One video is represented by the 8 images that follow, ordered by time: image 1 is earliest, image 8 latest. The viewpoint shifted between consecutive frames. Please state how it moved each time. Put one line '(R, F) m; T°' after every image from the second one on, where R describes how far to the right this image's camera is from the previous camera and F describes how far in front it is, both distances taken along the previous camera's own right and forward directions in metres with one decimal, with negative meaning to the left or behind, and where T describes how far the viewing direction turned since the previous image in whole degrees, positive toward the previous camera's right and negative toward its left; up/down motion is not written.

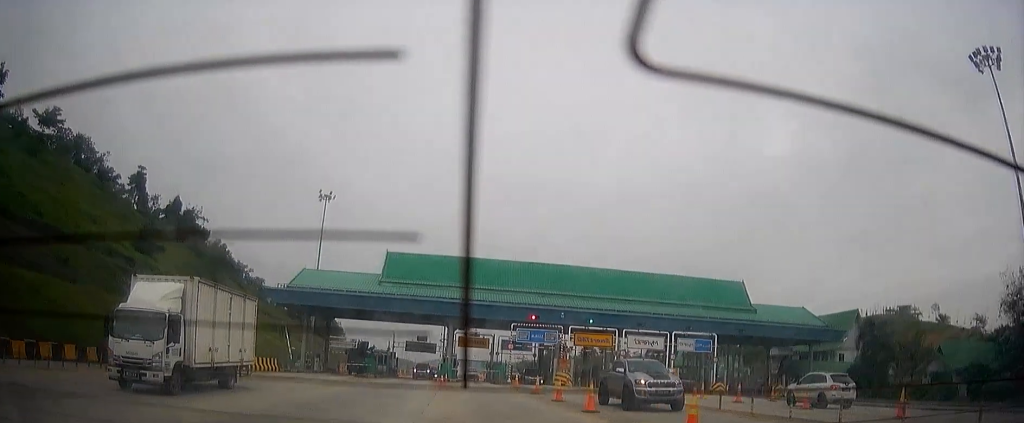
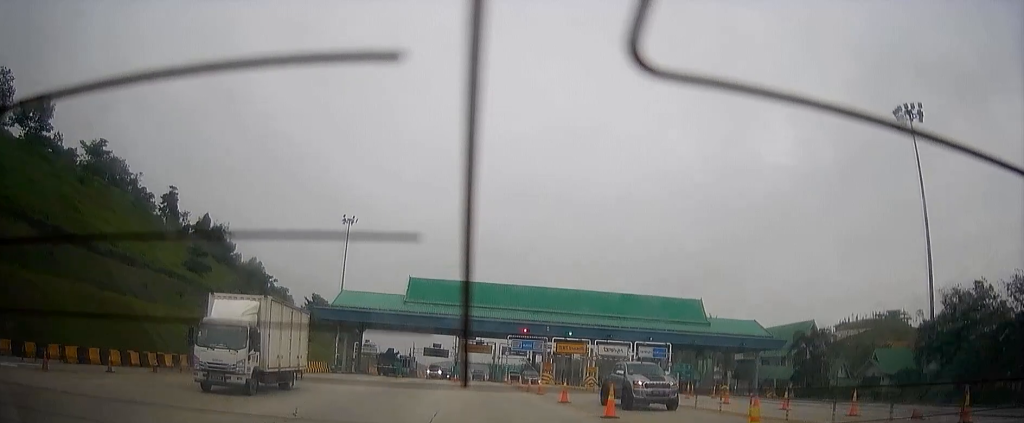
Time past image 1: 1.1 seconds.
(+0.2, +14.7) m; +1°
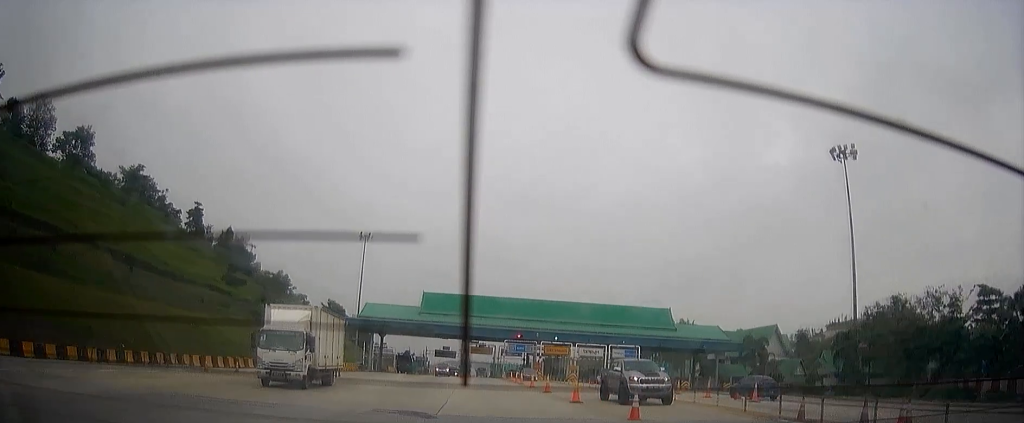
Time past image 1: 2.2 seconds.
(+0.1, +15.7) m; 0°
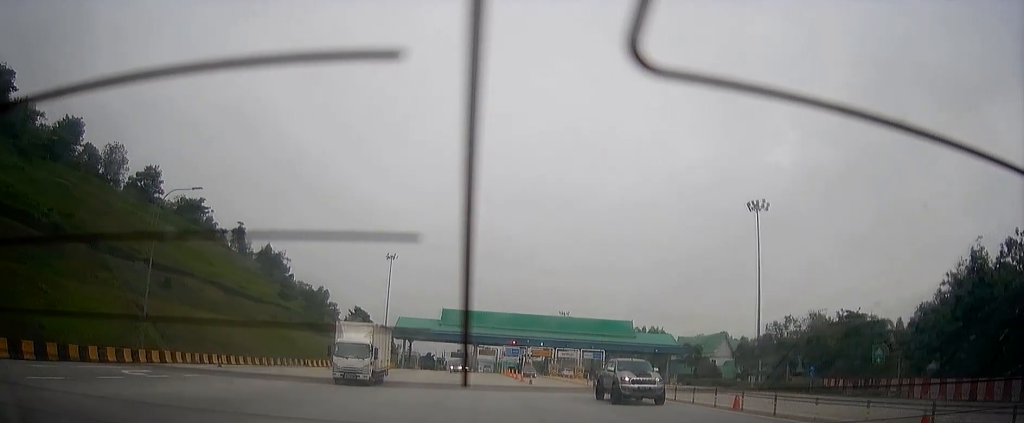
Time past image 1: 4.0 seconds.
(+0.2, +29.4) m; +1°
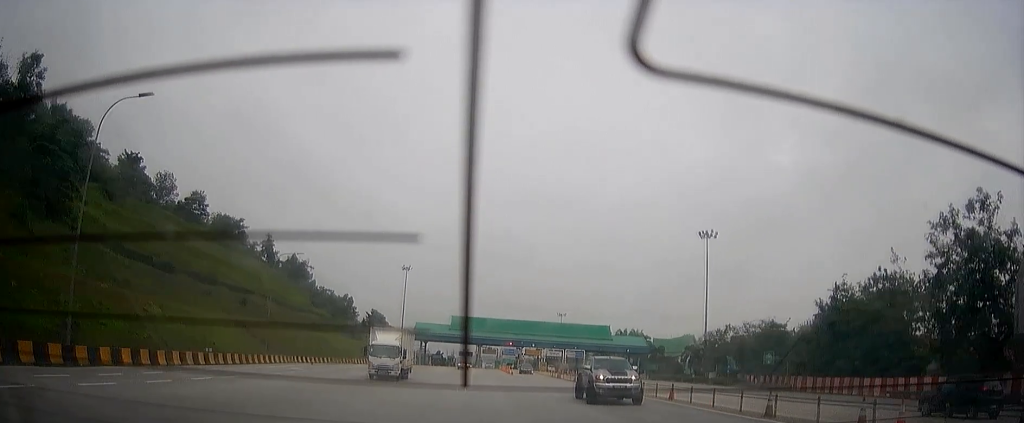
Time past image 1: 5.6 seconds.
(+0.2, +25.6) m; +1°
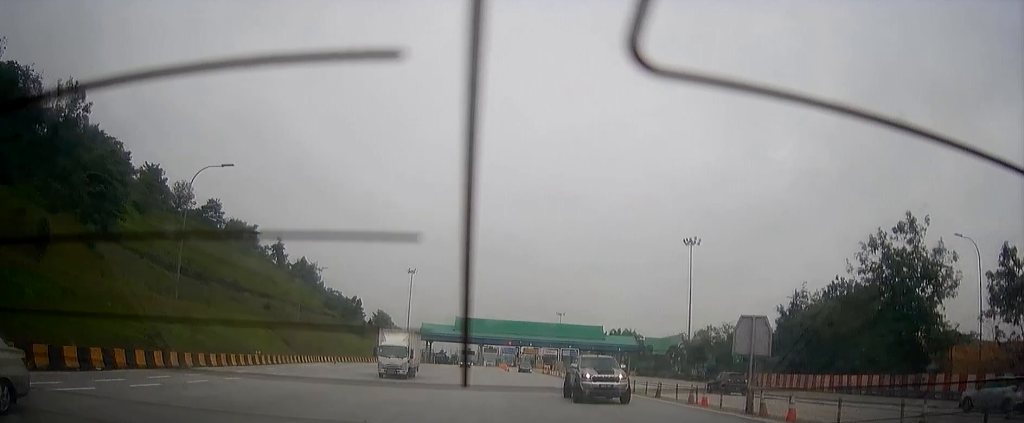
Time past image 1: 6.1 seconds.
(0.0, +10.0) m; 0°
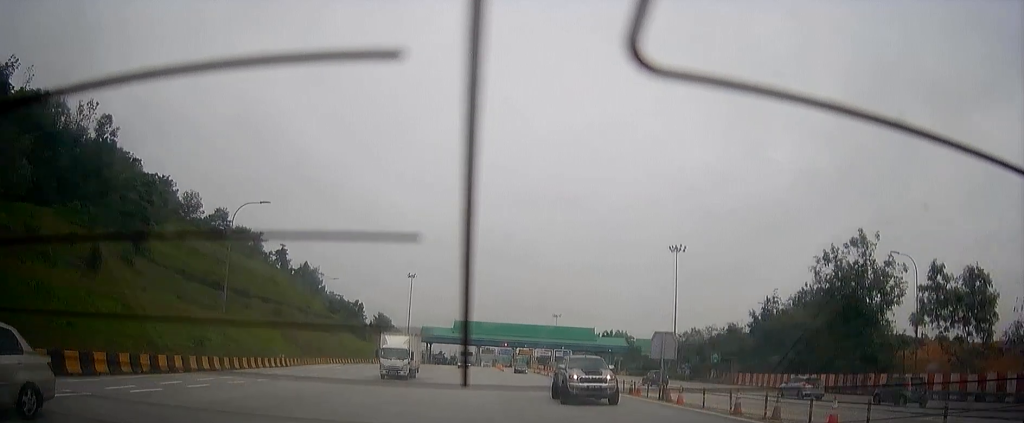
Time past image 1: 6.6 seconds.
(0.0, +7.9) m; 0°
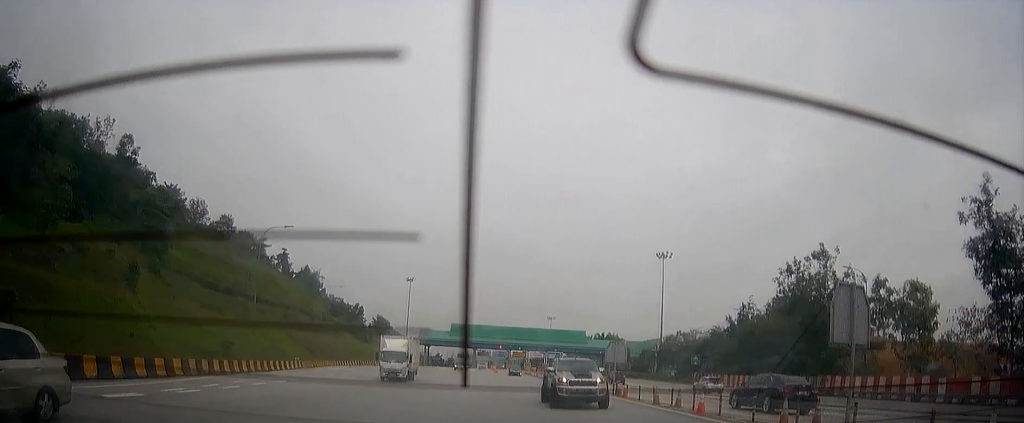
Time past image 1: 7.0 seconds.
(0.0, +8.0) m; 0°
